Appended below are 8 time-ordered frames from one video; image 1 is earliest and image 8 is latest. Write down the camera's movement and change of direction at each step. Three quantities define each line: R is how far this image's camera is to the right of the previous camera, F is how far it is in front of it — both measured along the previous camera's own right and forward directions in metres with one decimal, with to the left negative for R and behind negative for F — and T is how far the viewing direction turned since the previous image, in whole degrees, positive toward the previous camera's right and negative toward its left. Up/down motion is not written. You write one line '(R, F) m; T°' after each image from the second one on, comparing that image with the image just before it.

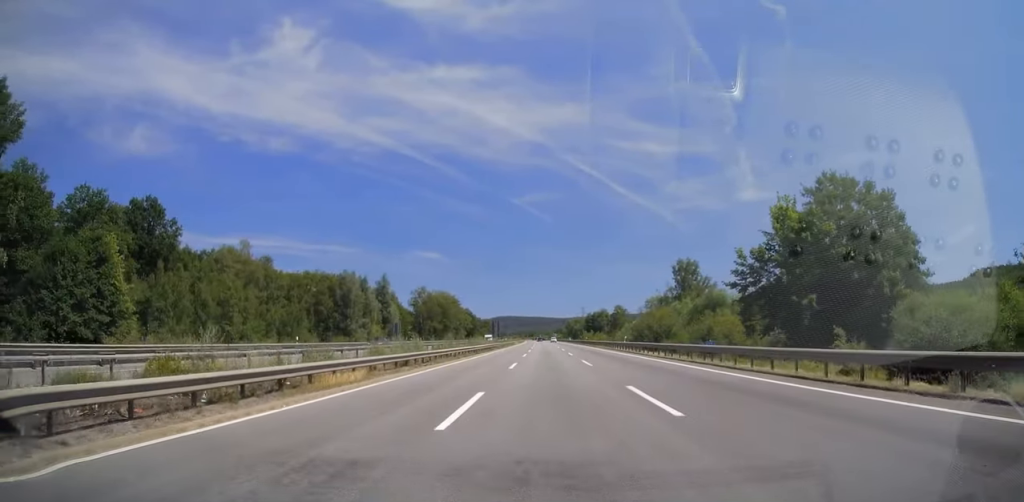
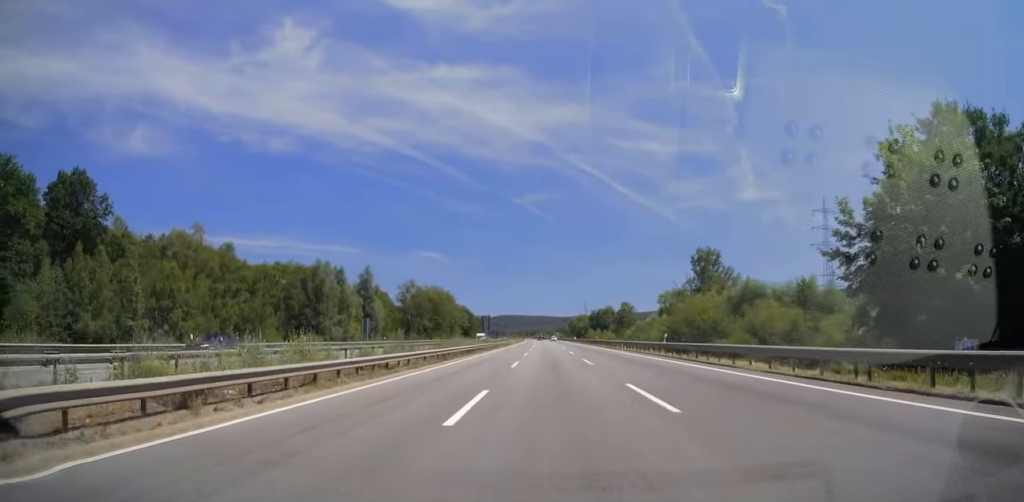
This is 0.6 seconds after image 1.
(-0.1, +17.7) m; 0°
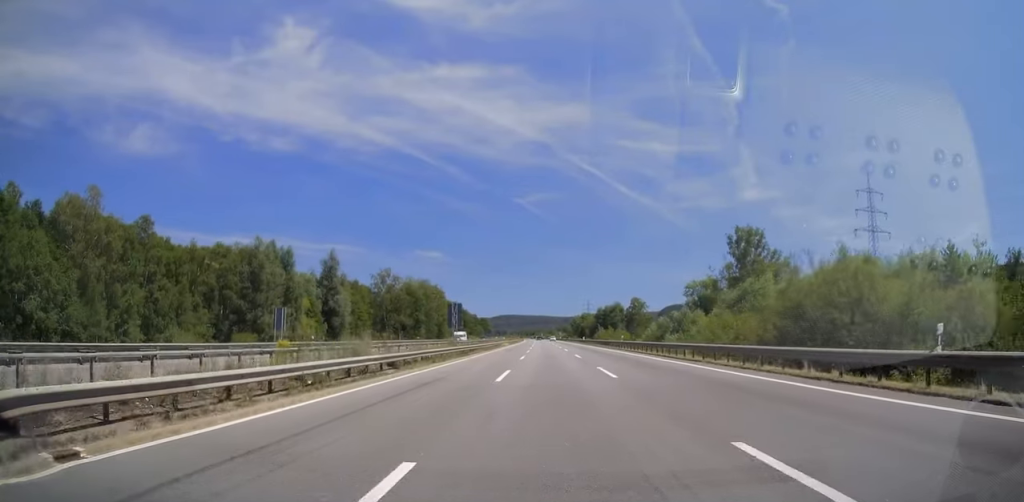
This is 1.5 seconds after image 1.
(0.0, +27.1) m; 0°
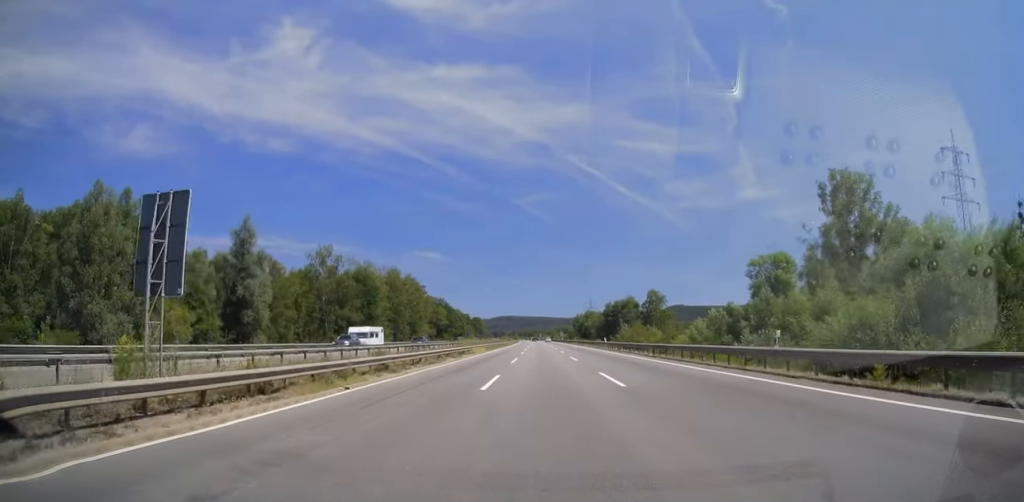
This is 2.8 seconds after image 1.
(0.0, +39.0) m; 0°
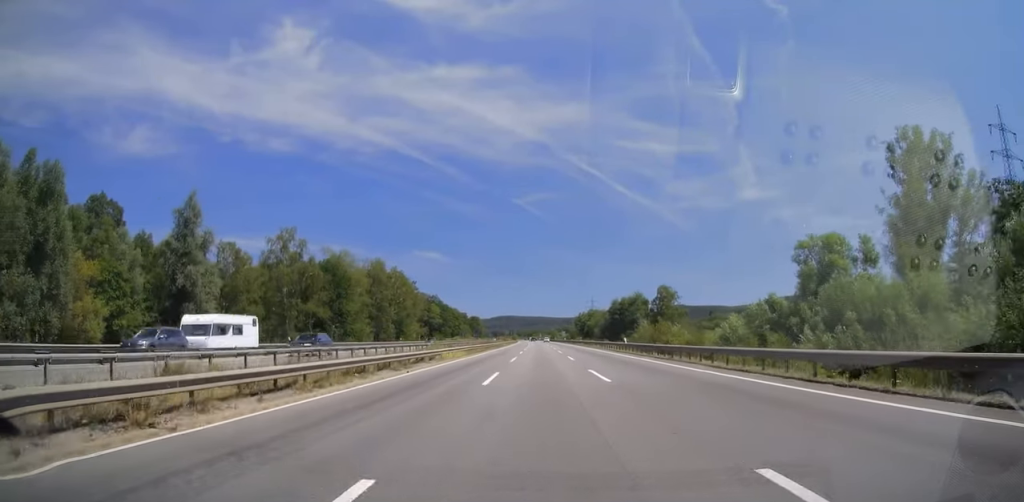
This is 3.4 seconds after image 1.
(0.0, +16.3) m; 0°
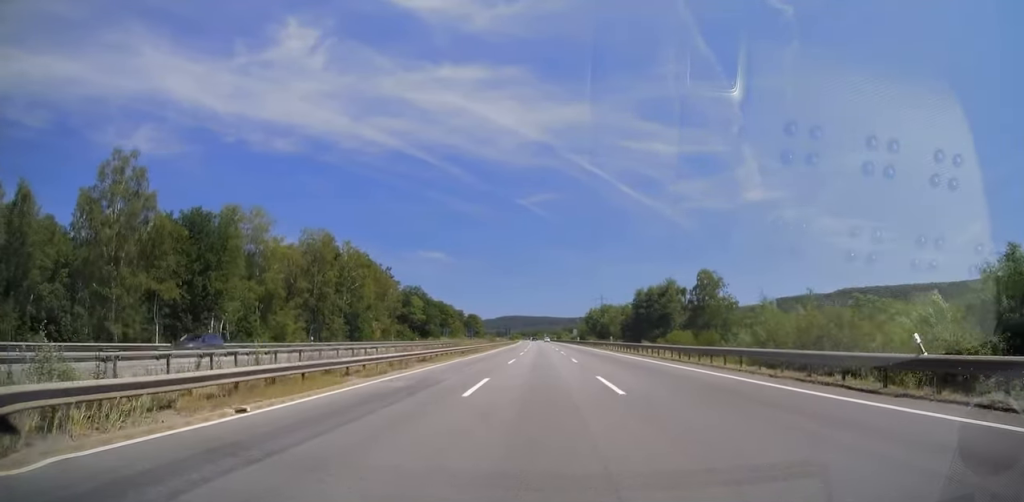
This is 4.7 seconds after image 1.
(-0.1, +40.0) m; 0°
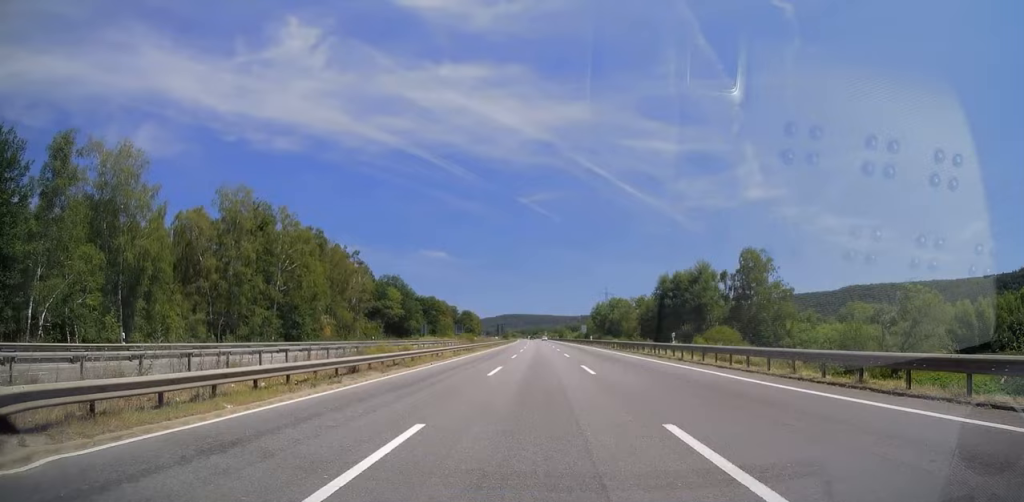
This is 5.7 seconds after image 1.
(0.0, +29.1) m; 0°
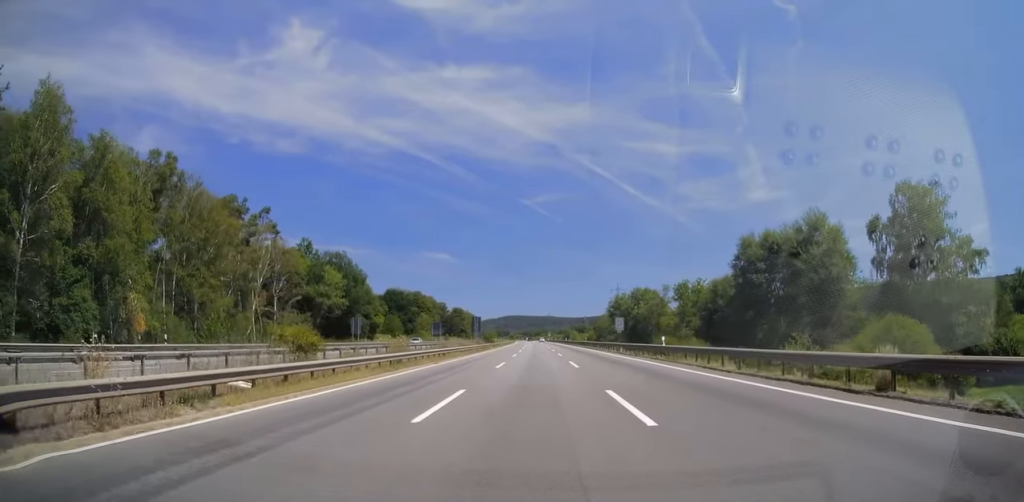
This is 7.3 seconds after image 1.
(0.0, +47.9) m; 0°
